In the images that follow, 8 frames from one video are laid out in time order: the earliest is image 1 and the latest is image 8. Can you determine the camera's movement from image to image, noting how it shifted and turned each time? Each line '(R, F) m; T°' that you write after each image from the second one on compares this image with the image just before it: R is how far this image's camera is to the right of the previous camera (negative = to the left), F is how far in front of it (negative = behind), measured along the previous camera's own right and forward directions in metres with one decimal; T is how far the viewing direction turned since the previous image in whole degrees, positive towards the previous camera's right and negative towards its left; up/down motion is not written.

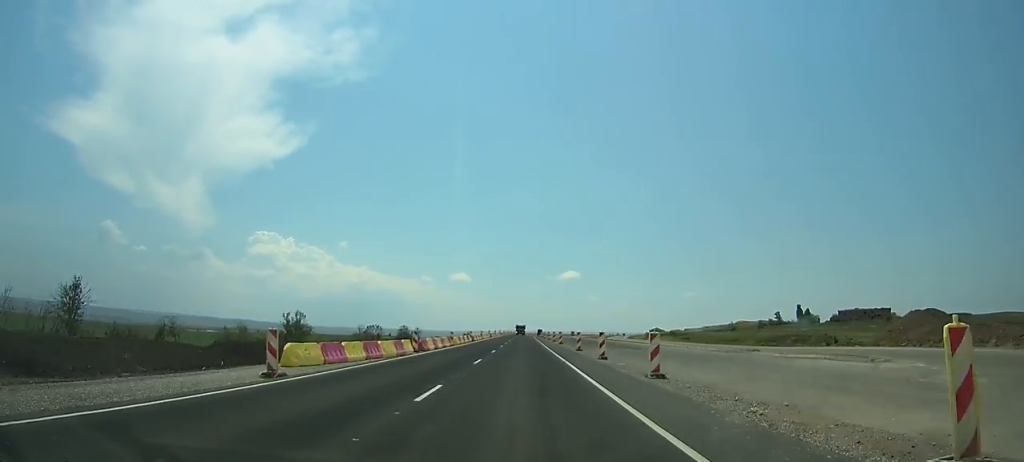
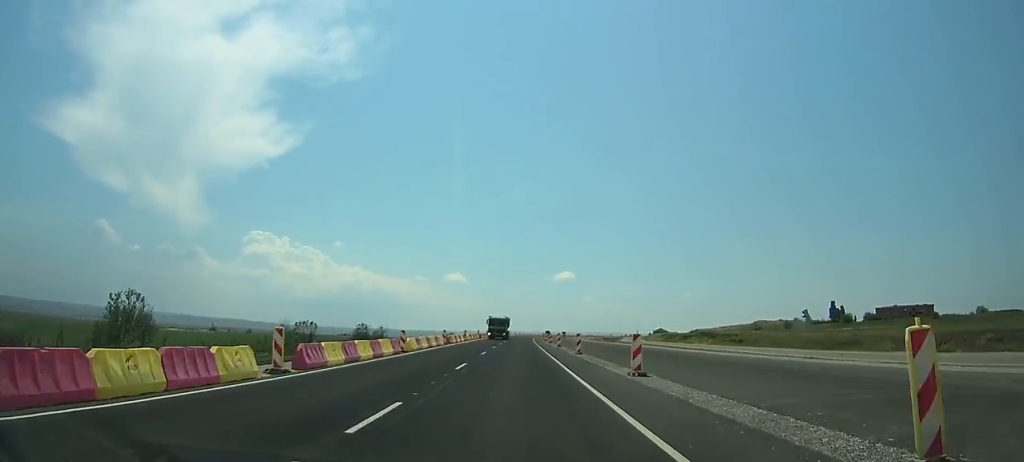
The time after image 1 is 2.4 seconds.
(0.0, +52.8) m; 0°
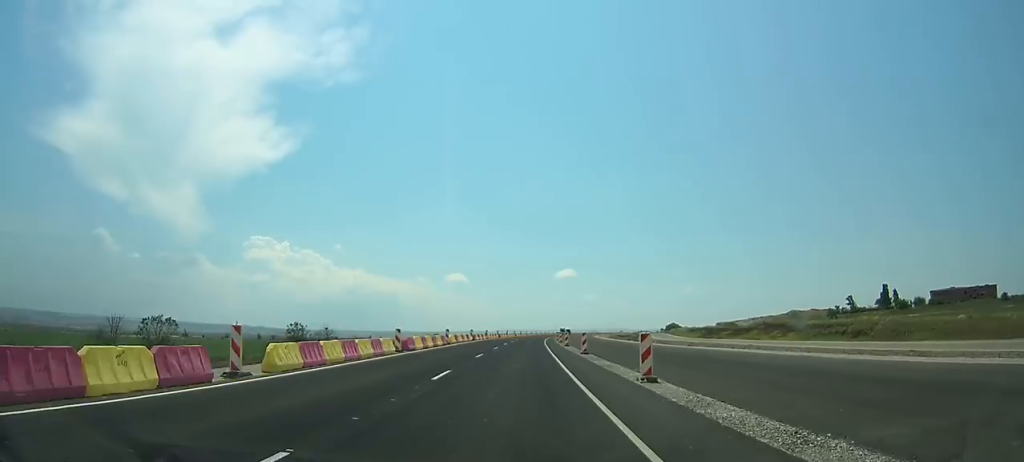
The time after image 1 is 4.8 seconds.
(0.0, +52.8) m; 0°
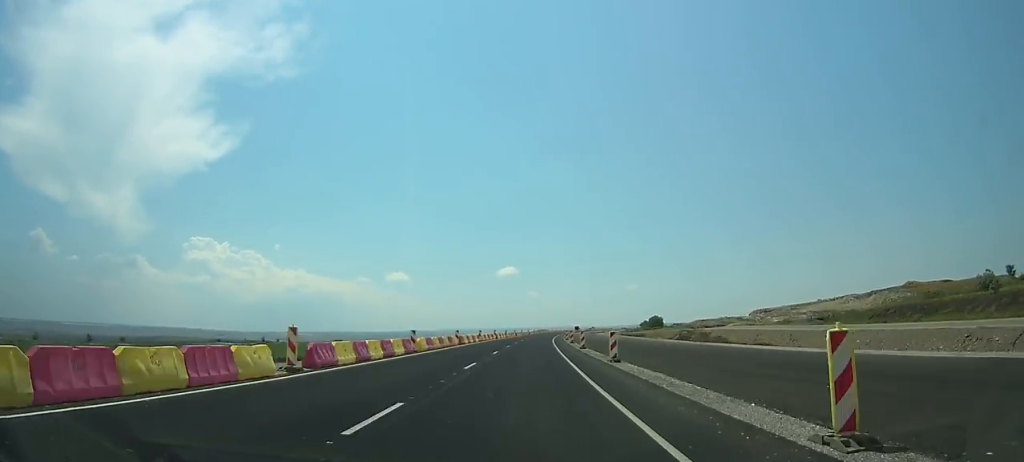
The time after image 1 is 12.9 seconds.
(+0.1, +178.0) m; 0°
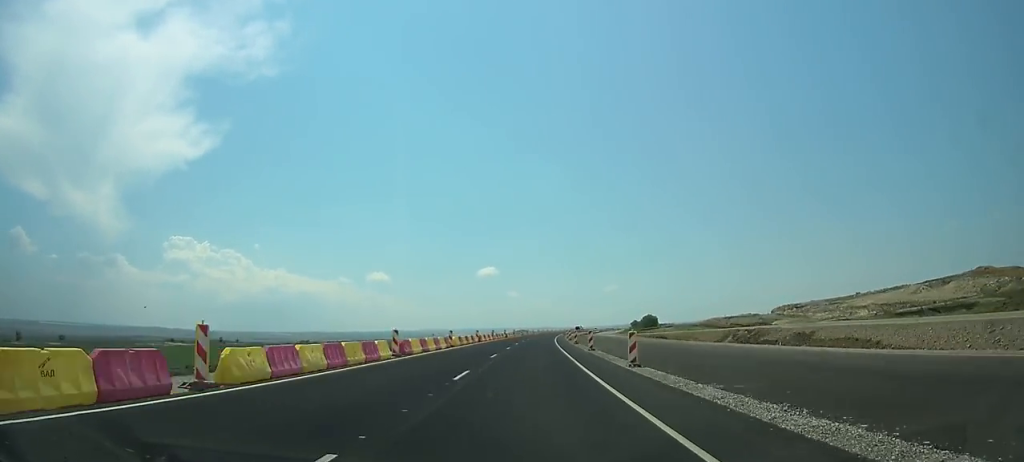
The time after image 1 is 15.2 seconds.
(0.0, +50.4) m; 0°
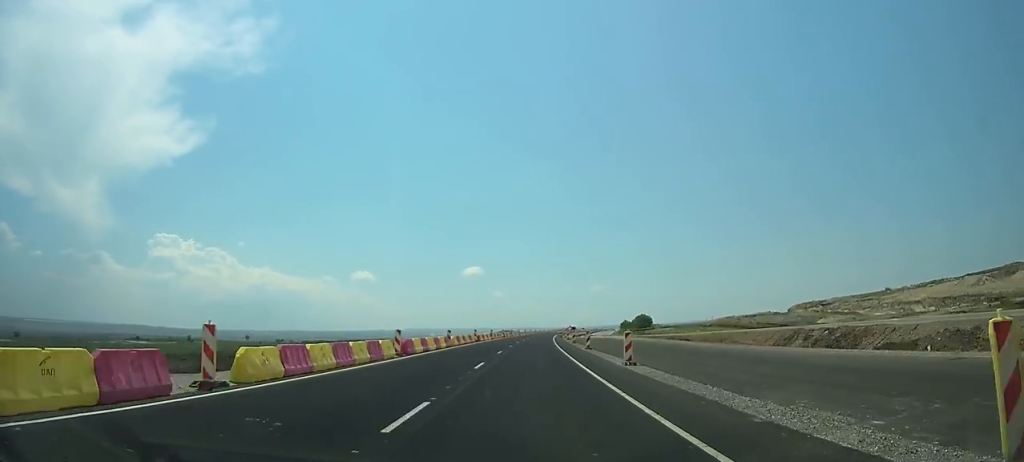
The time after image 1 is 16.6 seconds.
(0.0, +30.7) m; 0°
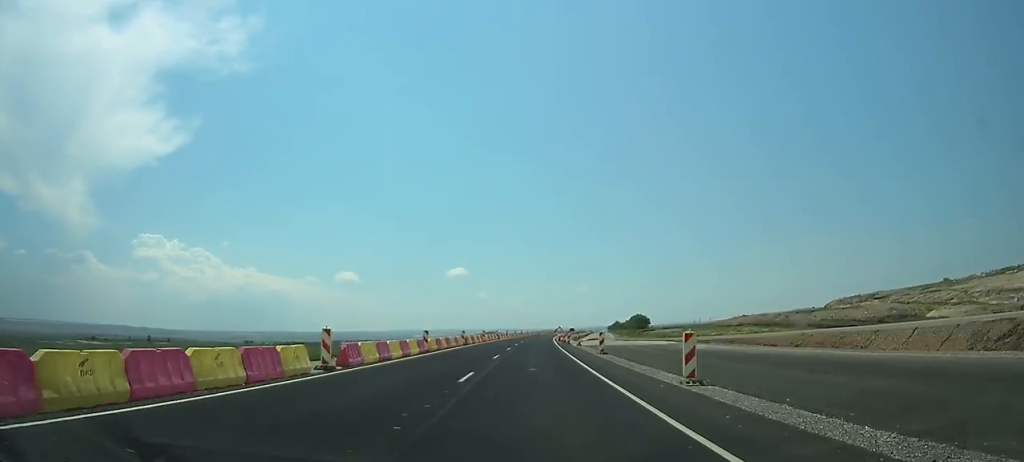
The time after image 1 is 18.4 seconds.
(0.0, +39.4) m; 0°
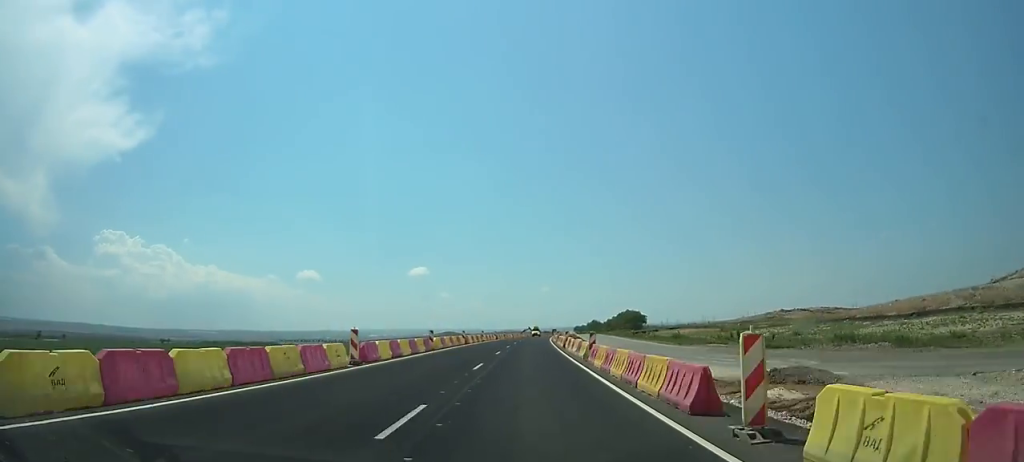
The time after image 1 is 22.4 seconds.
(+0.1, +87.5) m; 0°
